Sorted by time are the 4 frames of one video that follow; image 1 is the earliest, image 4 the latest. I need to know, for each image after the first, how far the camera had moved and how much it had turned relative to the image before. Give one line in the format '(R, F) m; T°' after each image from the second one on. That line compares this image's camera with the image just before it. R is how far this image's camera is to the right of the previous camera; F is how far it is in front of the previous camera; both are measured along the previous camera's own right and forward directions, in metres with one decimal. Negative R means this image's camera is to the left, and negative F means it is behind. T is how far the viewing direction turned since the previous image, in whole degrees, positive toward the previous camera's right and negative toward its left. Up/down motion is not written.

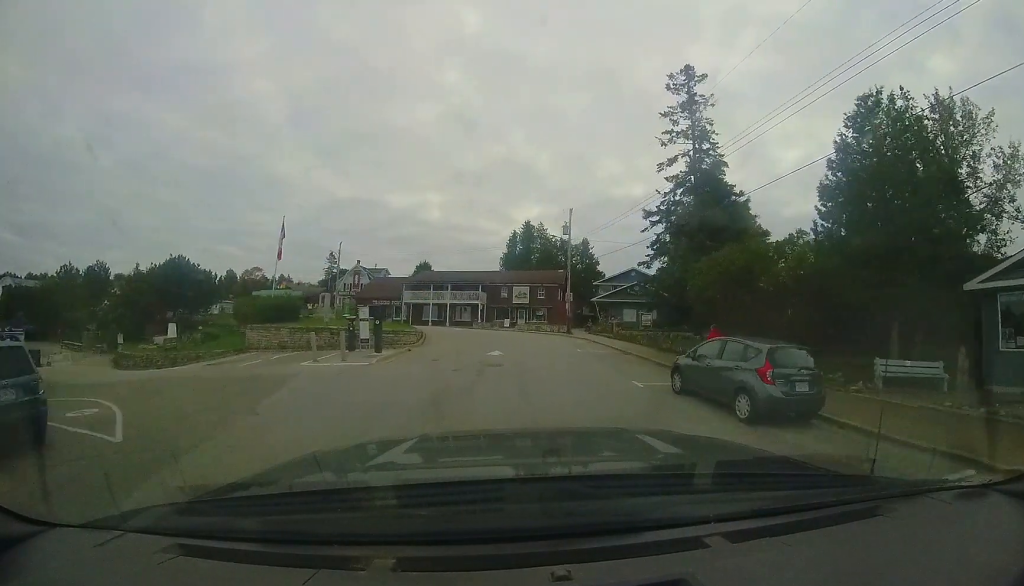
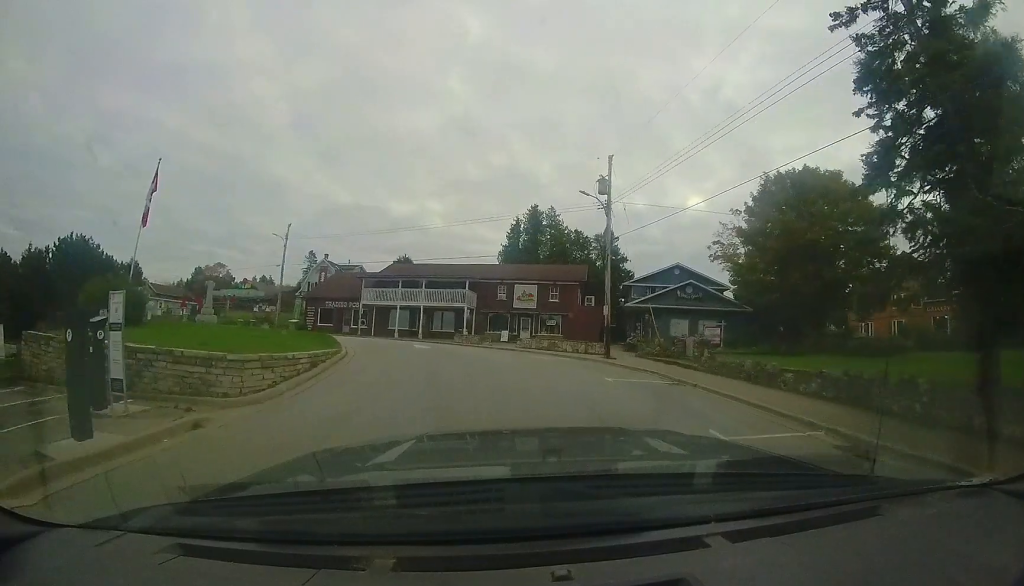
(-0.8, +13.9) m; -5°
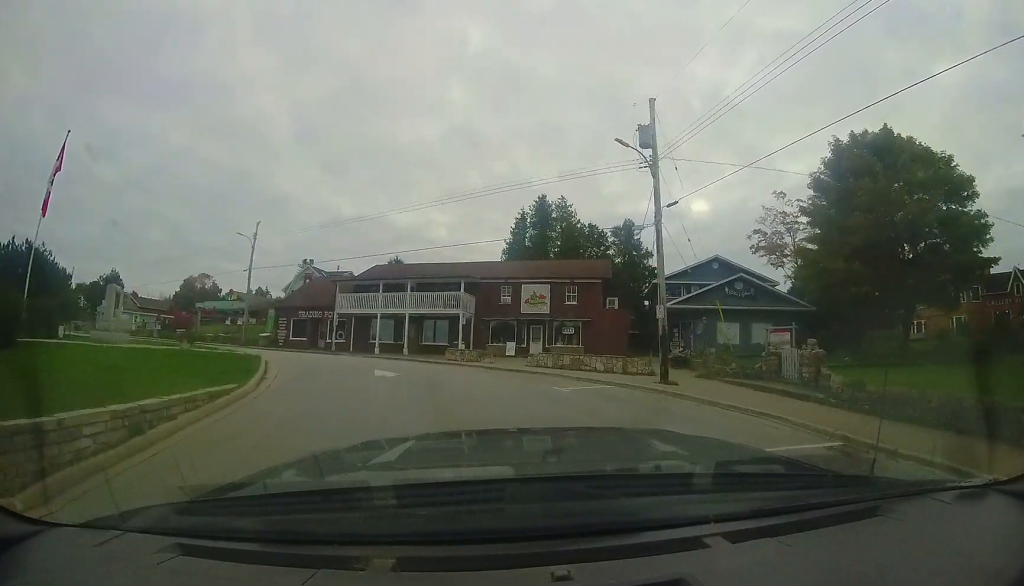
(-0.3, +6.6) m; -3°
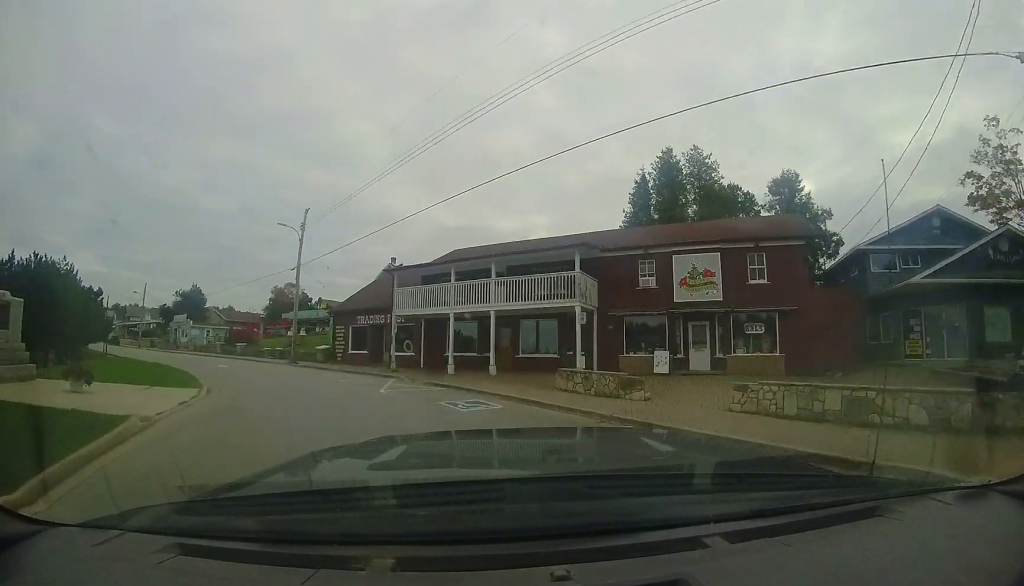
(-0.8, +10.3) m; -10°
